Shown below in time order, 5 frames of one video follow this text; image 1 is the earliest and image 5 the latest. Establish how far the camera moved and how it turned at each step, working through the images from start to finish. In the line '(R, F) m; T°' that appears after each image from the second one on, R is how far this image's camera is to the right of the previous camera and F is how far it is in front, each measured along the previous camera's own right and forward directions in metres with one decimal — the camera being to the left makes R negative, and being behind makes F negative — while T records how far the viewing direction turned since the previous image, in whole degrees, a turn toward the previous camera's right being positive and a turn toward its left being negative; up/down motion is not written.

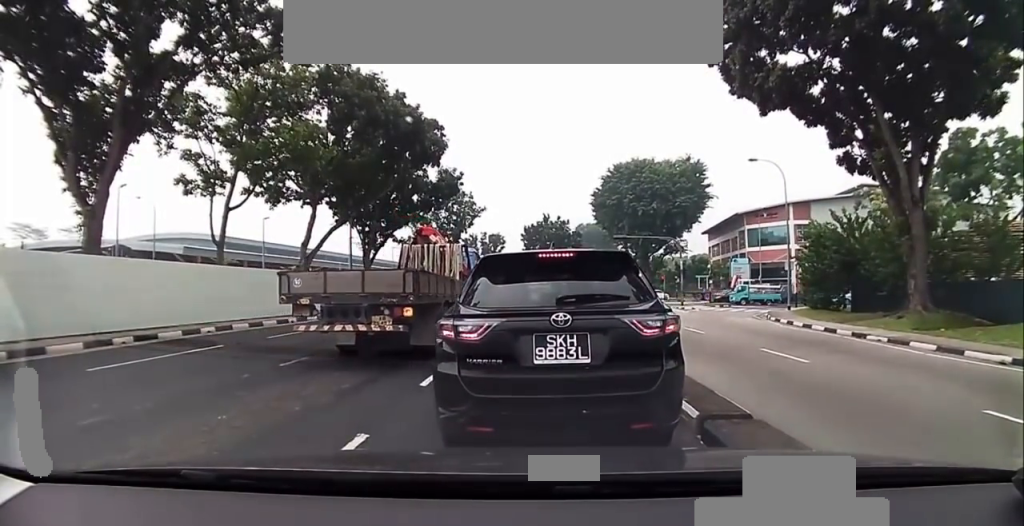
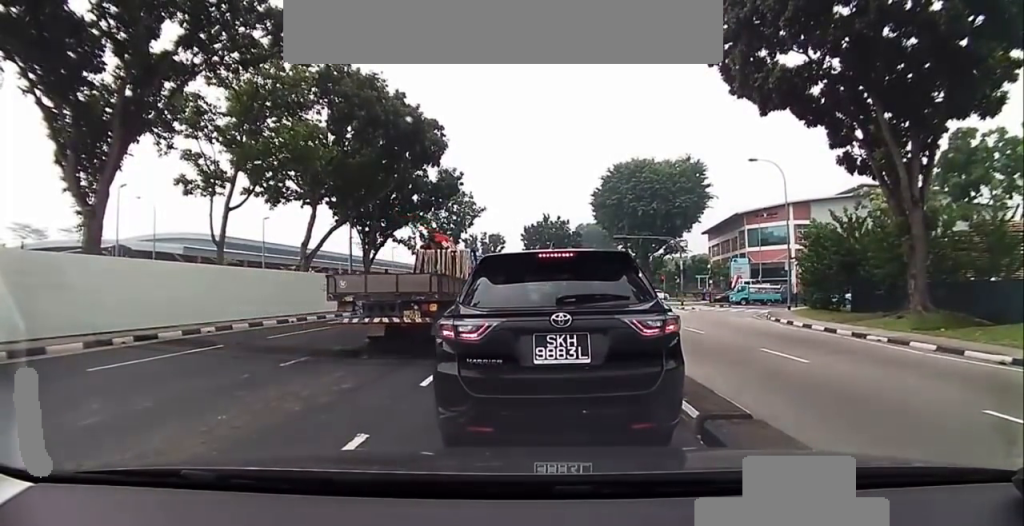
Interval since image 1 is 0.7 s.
(0.0, 0.0) m; 0°
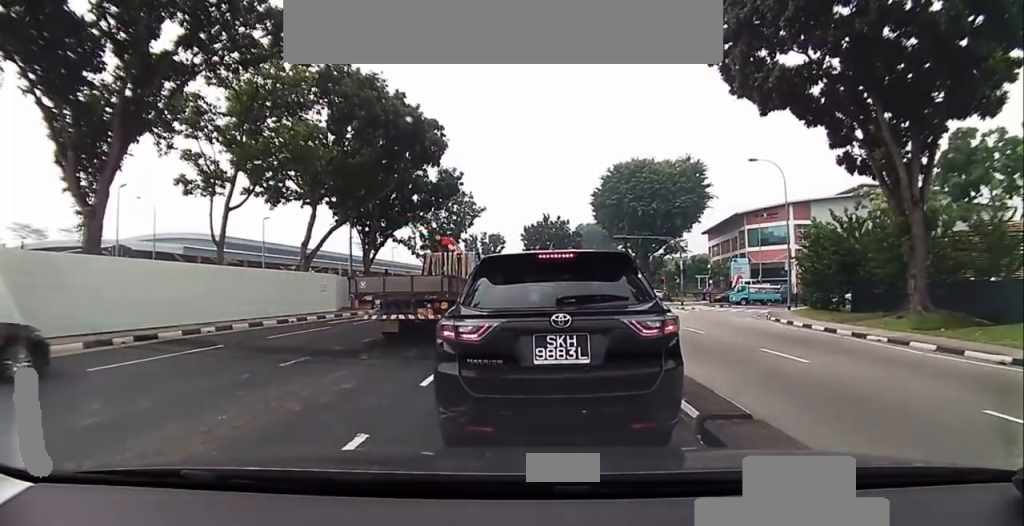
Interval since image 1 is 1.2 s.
(0.0, 0.0) m; 0°
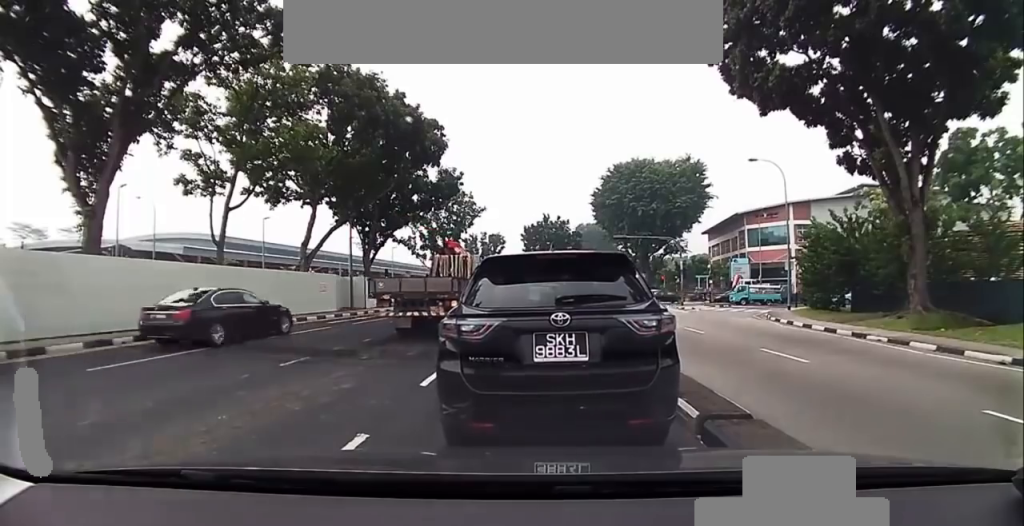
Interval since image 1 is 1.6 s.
(0.0, 0.0) m; 0°
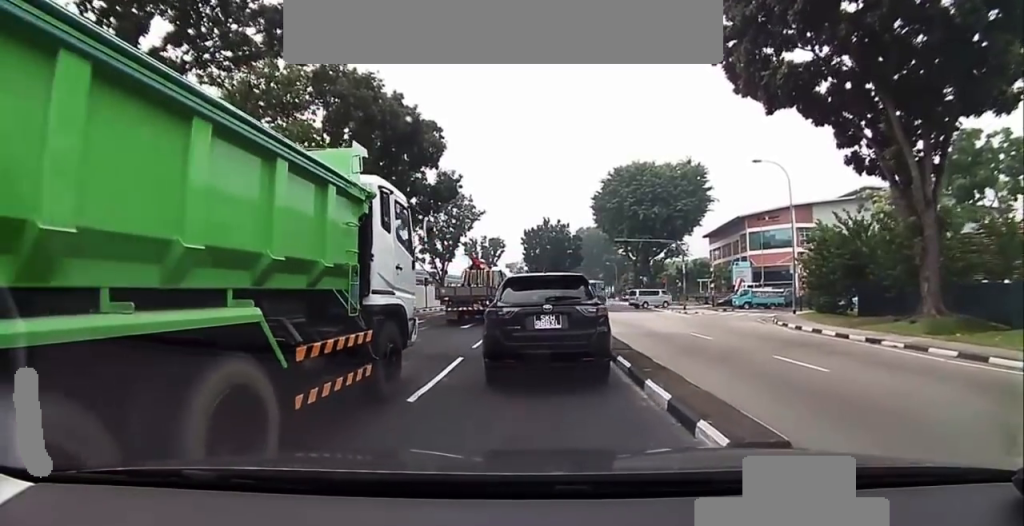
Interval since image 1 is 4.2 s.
(-0.2, +0.6) m; 0°
